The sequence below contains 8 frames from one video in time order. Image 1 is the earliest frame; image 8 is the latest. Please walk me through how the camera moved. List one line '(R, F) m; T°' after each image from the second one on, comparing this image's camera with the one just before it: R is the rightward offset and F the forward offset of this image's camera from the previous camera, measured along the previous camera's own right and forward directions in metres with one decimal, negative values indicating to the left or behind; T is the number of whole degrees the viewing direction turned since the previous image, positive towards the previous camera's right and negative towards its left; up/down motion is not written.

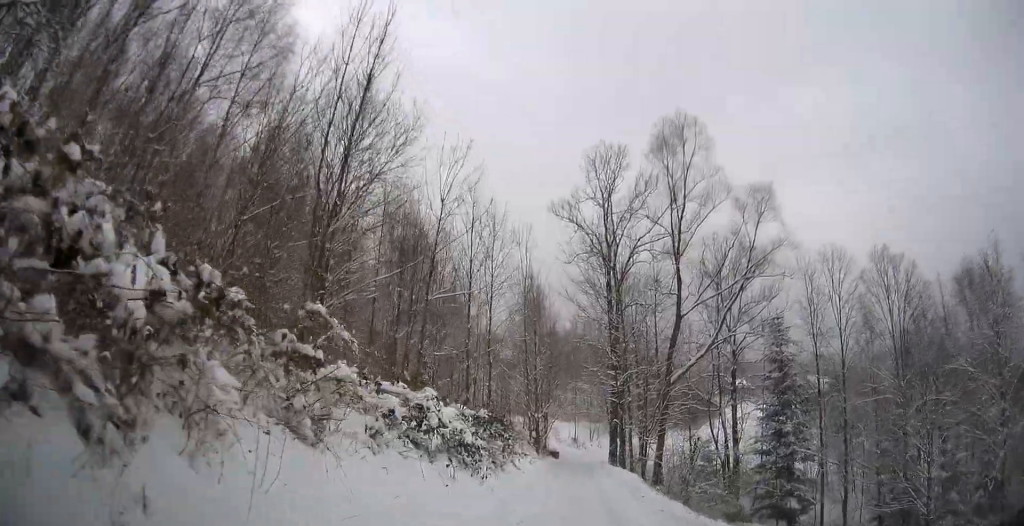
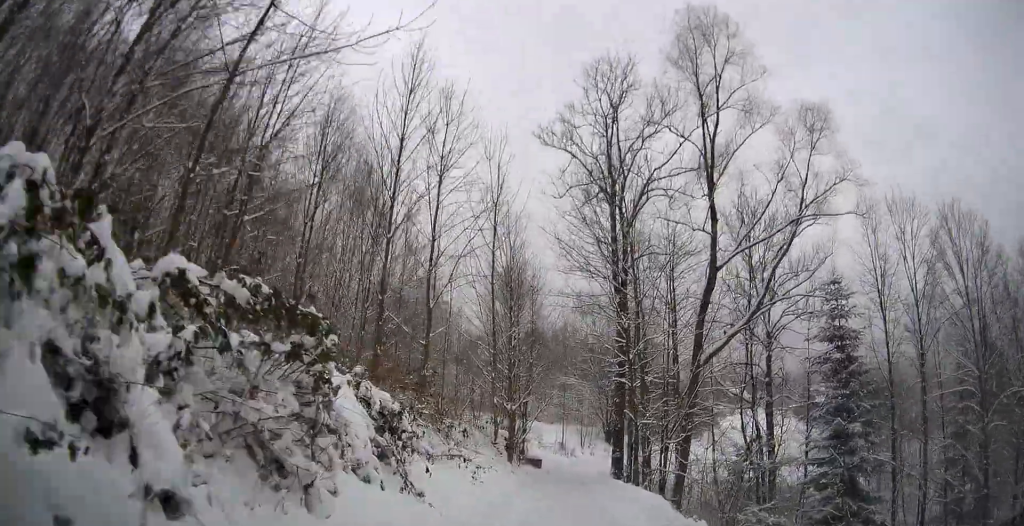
(+0.2, +10.5) m; +1°
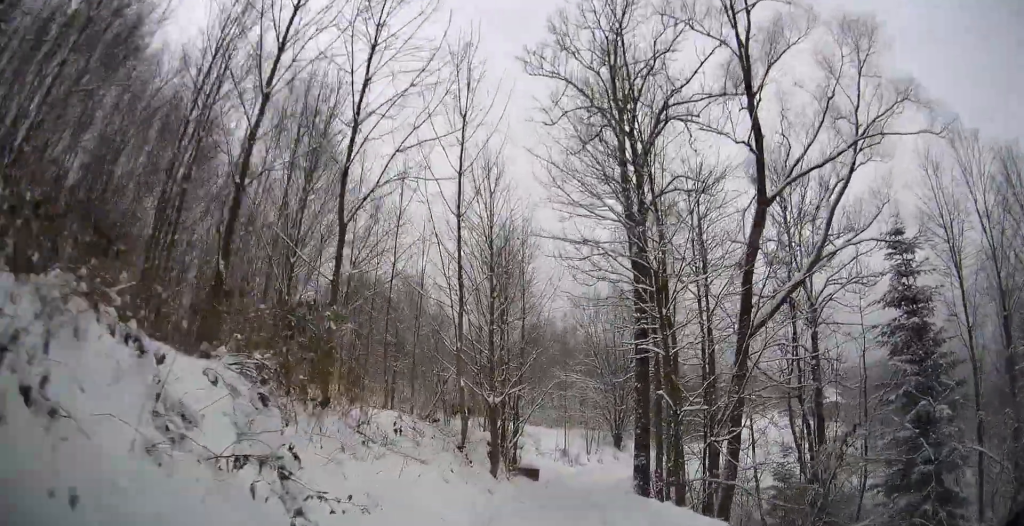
(0.0, +6.8) m; 0°
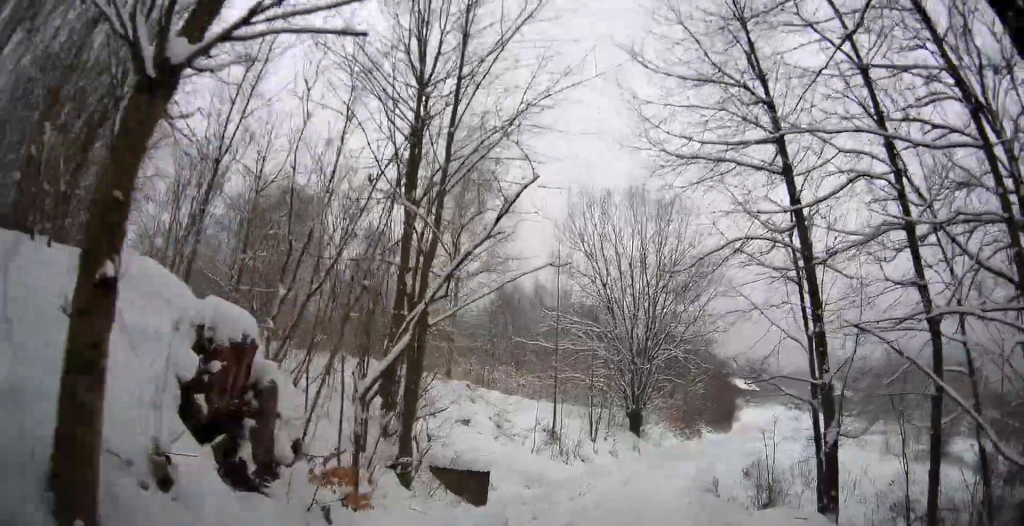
(+0.1, +16.1) m; +2°
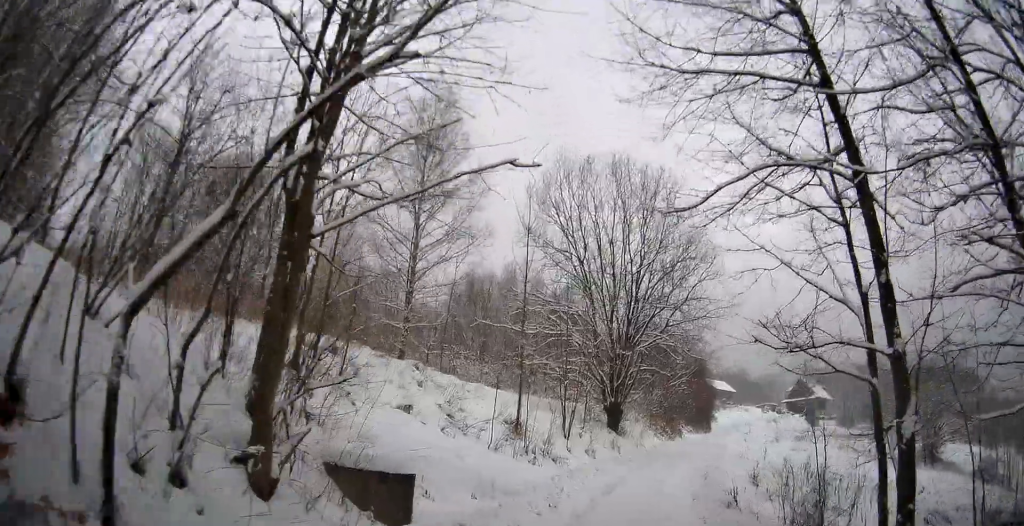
(0.0, +3.5) m; +1°
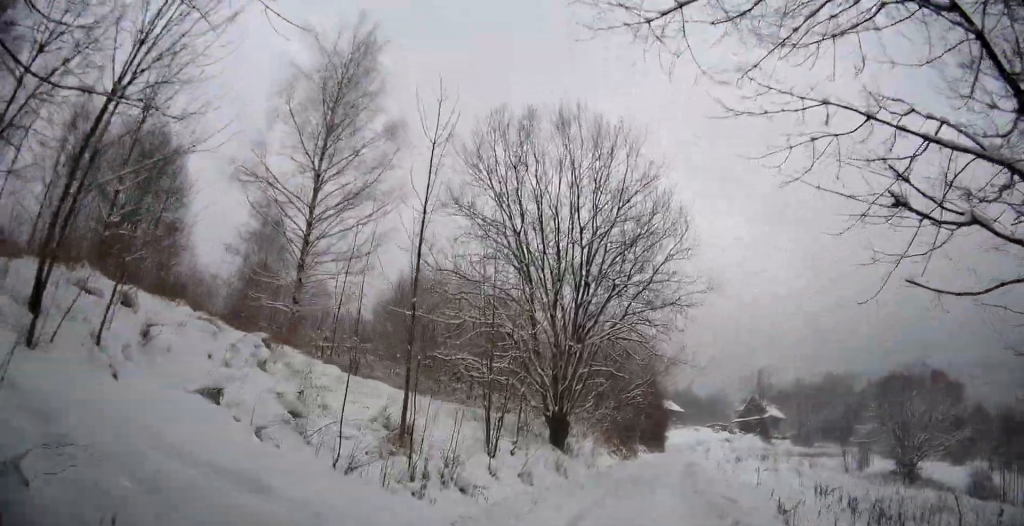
(+0.1, +5.8) m; +6°
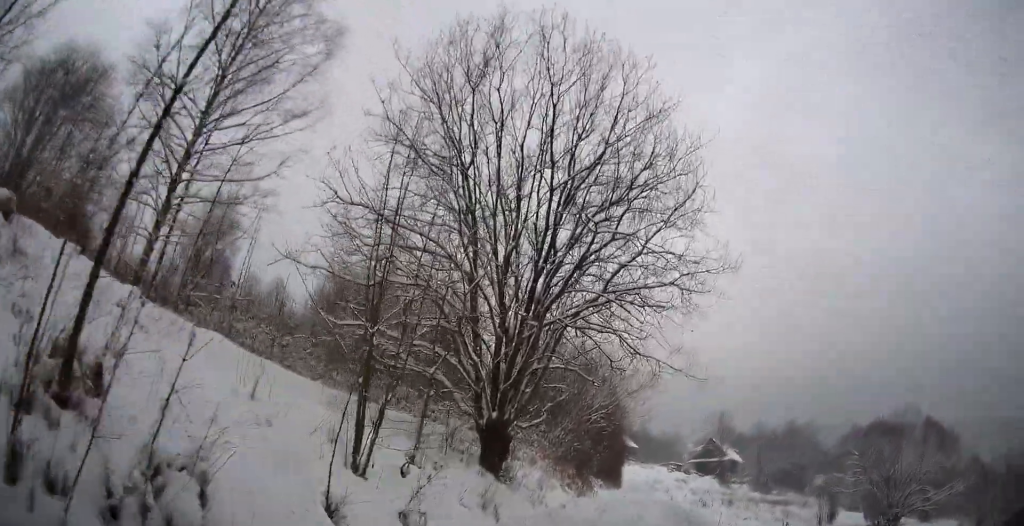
(+0.5, +5.8) m; +6°
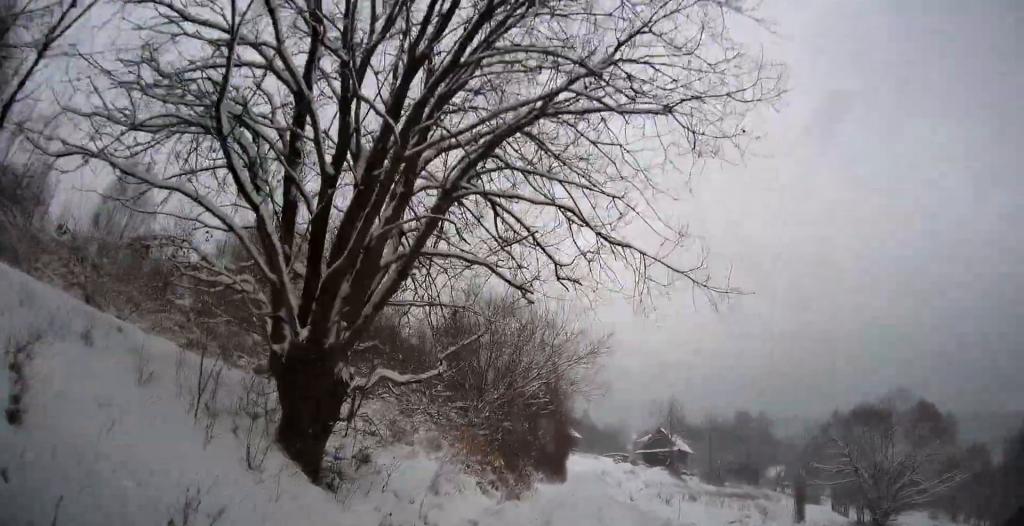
(+0.3, +7.0) m; +4°
